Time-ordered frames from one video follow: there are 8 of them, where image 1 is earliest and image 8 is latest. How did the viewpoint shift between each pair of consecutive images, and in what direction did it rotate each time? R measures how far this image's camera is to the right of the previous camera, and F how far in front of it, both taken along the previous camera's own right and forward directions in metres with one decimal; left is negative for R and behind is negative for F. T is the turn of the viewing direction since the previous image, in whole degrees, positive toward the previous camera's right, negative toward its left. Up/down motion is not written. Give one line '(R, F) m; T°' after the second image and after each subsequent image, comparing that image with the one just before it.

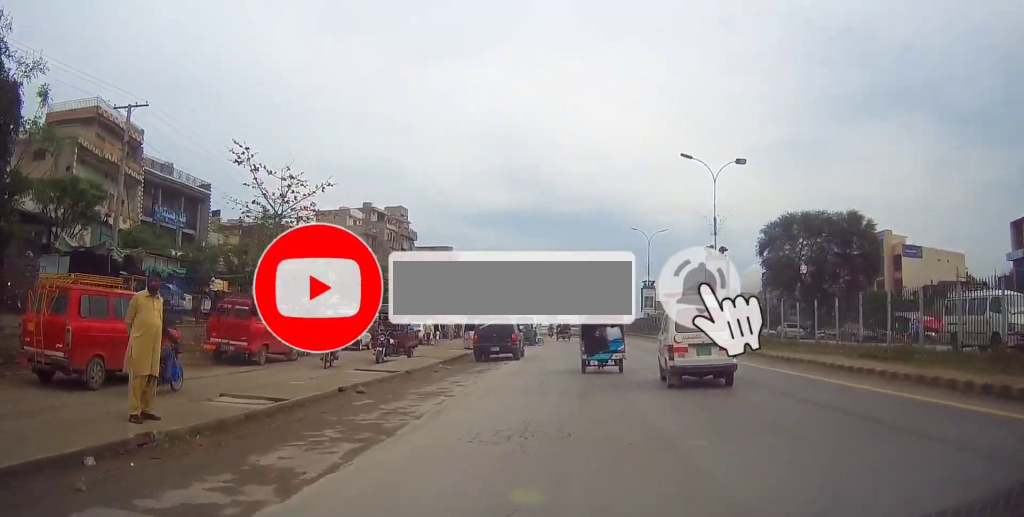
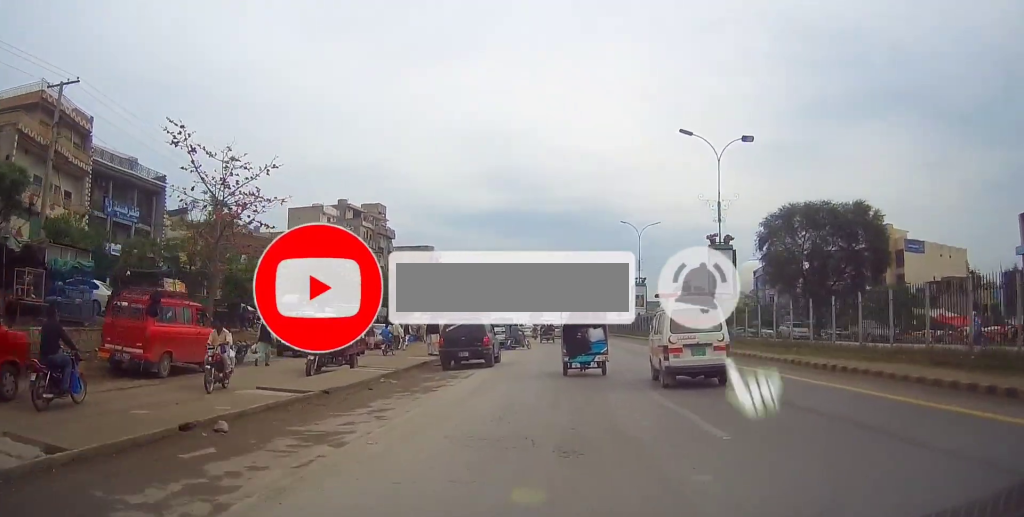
(-0.1, +4.9) m; 0°
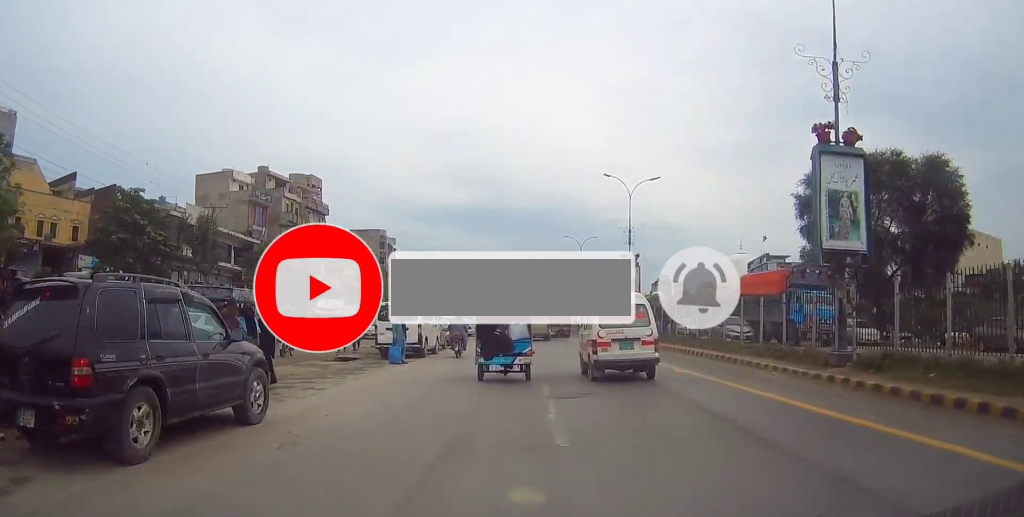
(+0.3, +18.6) m; +2°
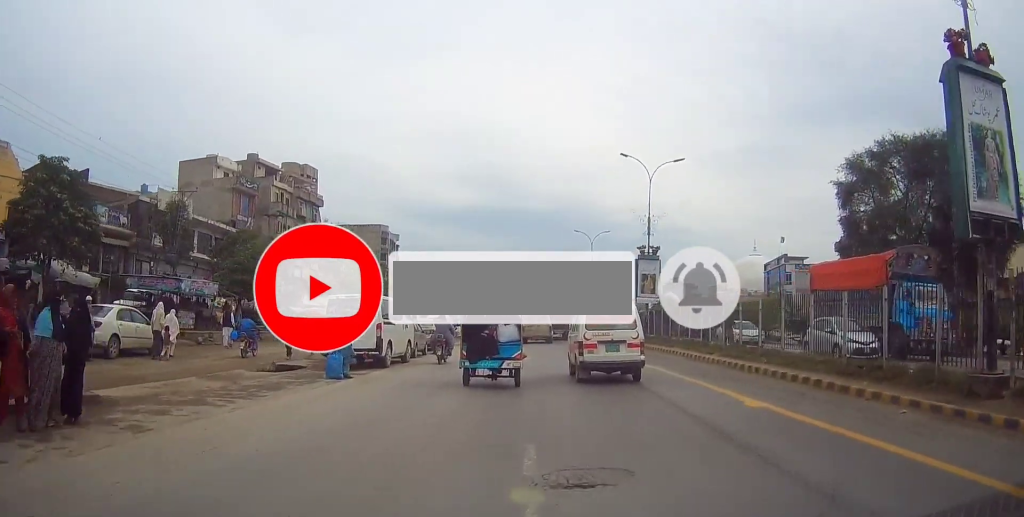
(+0.3, +5.9) m; 0°
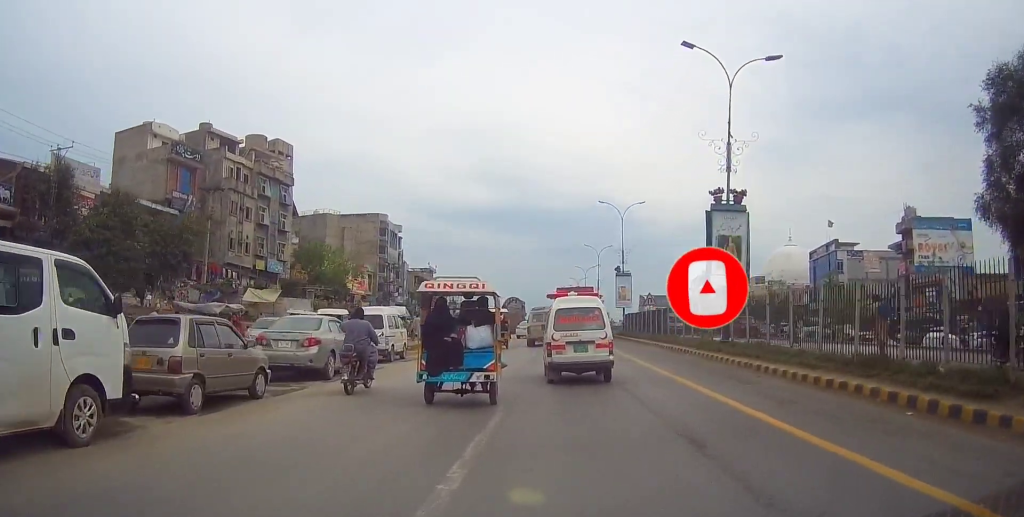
(-0.7, +15.1) m; -4°
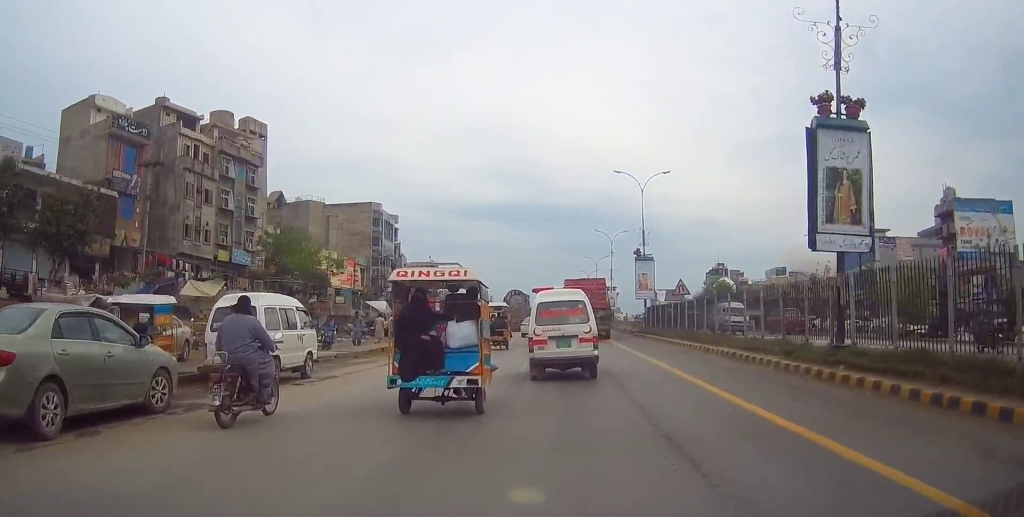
(-0.2, +8.9) m; +1°
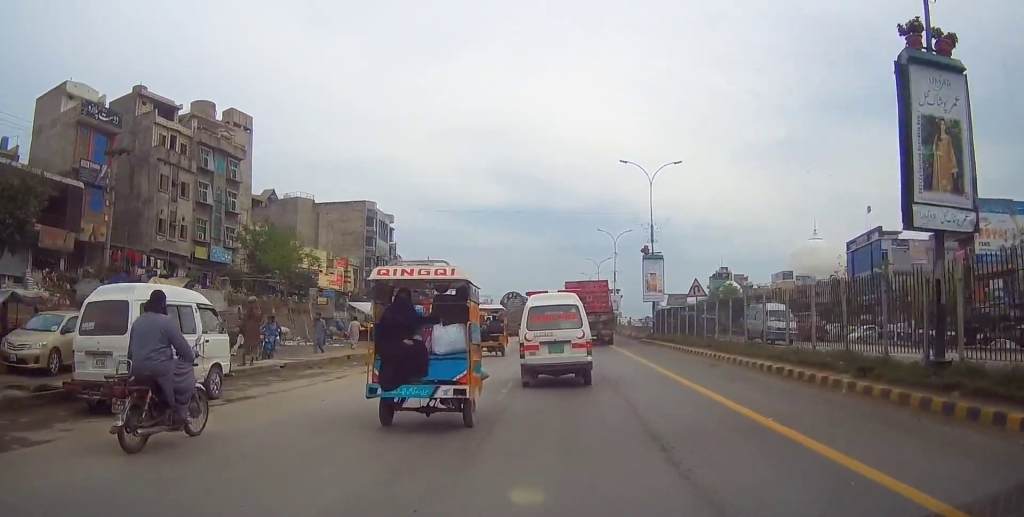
(+0.2, +3.9) m; +1°
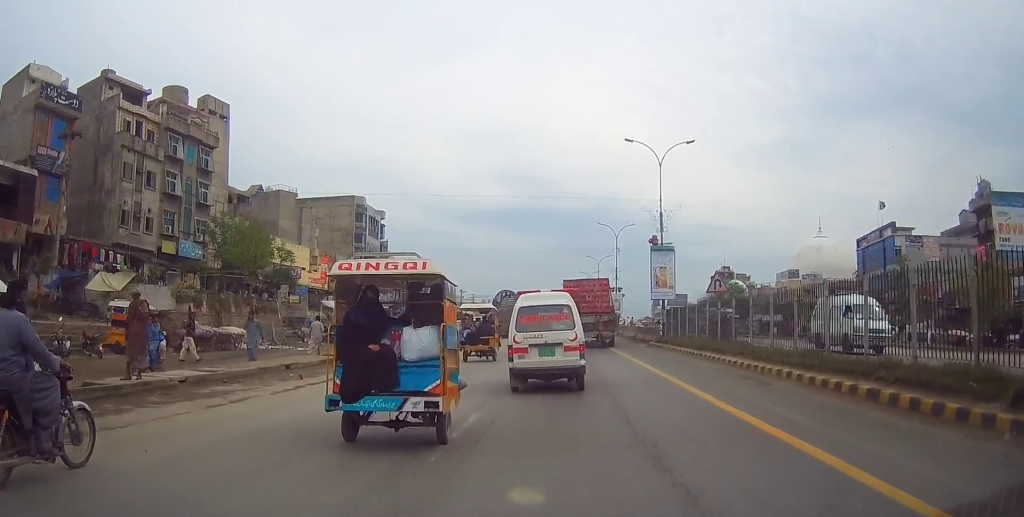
(+0.1, +4.6) m; +1°
